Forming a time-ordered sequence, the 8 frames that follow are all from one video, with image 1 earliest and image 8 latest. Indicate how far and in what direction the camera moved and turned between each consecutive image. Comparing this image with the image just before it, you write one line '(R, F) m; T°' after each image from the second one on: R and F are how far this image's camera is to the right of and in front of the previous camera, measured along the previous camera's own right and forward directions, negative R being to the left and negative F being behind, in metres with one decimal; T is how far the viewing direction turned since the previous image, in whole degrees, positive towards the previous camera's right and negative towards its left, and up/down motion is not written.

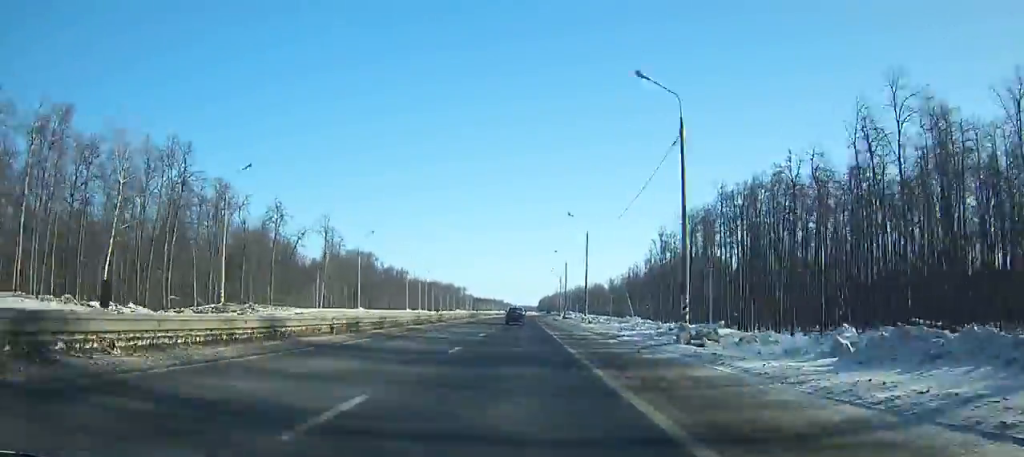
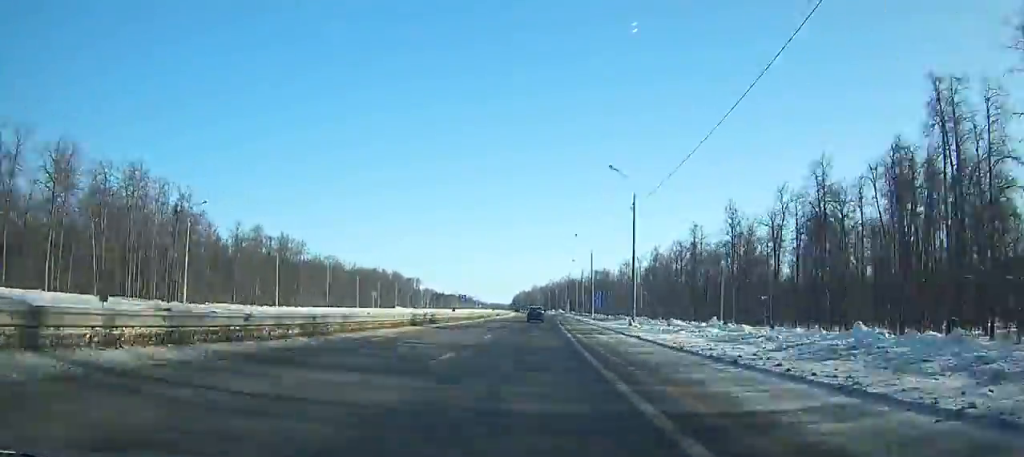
(+0.7, +123.2) m; +2°
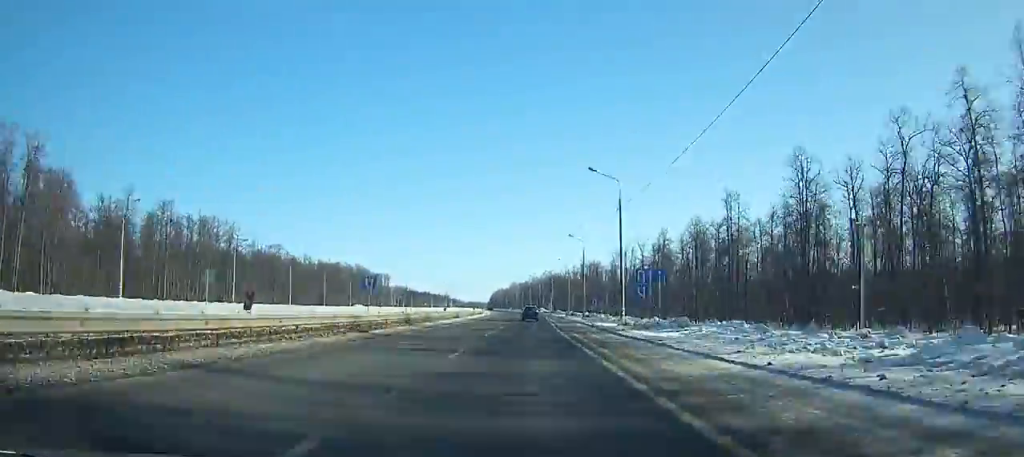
(+0.5, +33.9) m; +1°
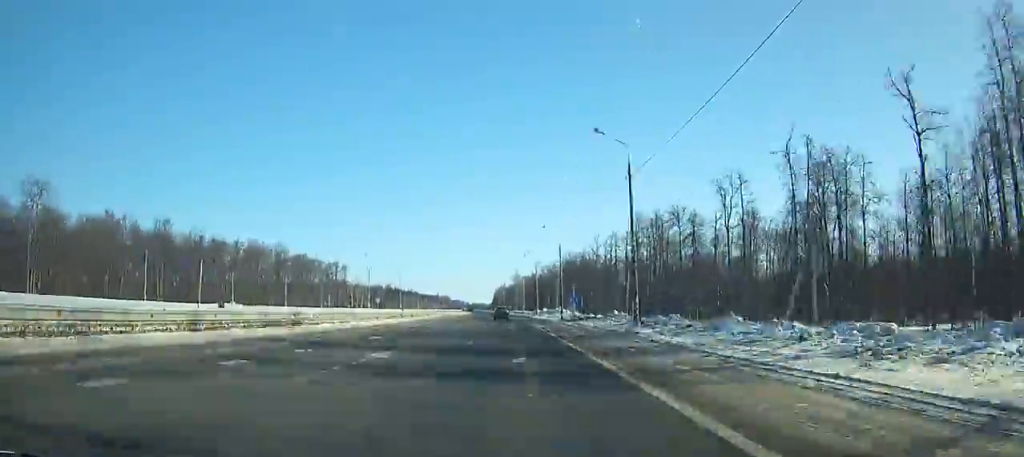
(+3.3, +114.9) m; 0°
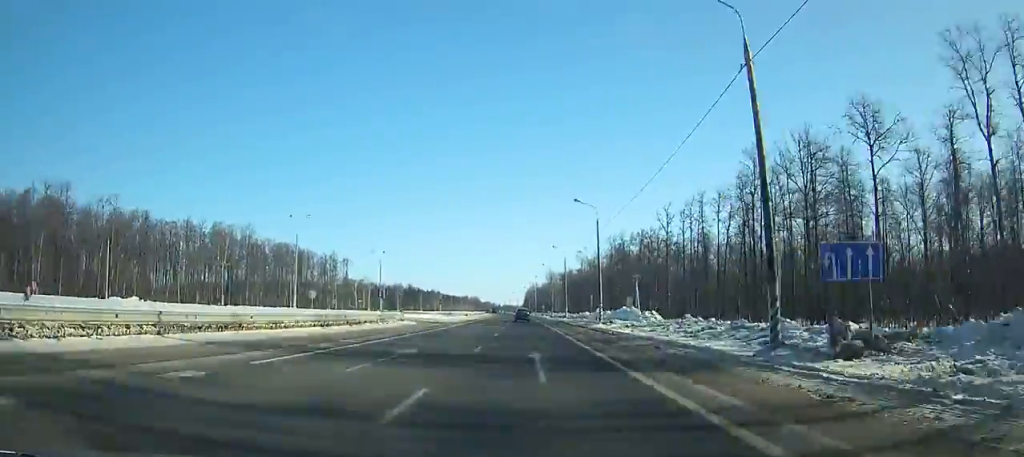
(-0.8, +49.9) m; -2°
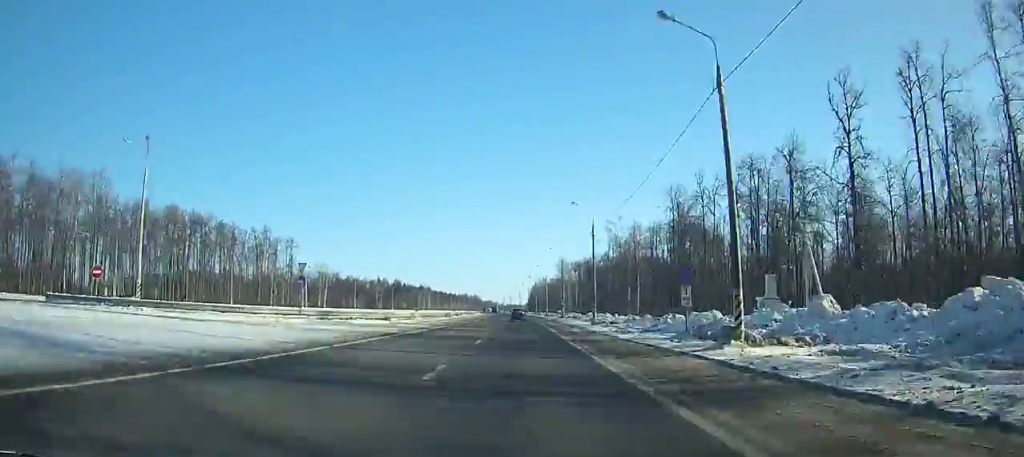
(-1.7, +68.6) m; -2°
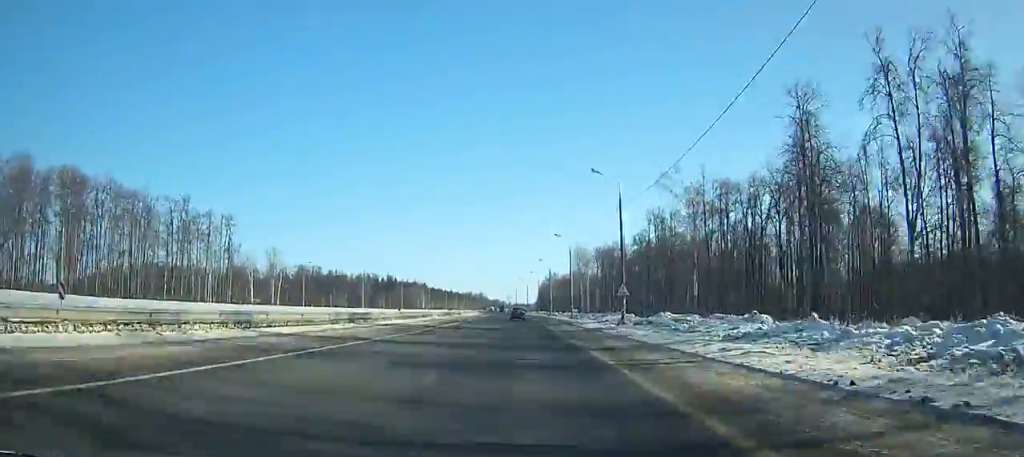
(-0.3, +47.7) m; -1°
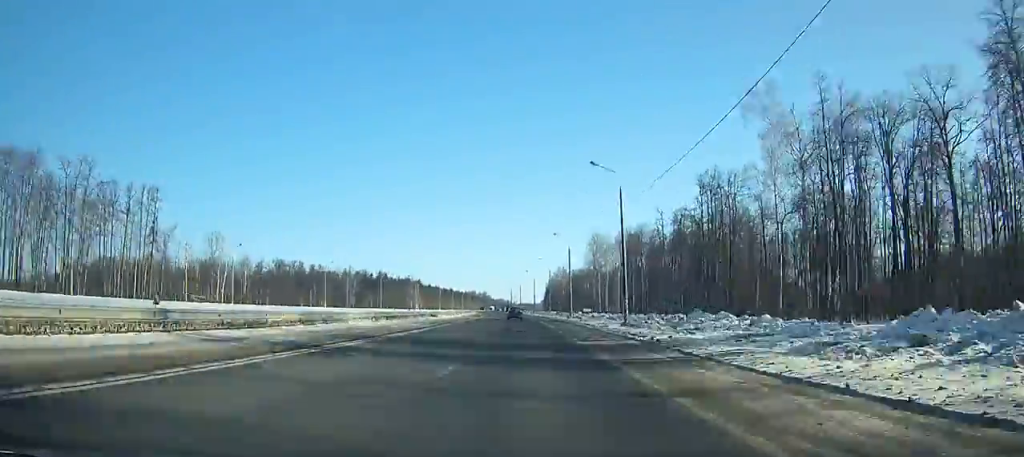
(-0.1, +34.5) m; 0°
